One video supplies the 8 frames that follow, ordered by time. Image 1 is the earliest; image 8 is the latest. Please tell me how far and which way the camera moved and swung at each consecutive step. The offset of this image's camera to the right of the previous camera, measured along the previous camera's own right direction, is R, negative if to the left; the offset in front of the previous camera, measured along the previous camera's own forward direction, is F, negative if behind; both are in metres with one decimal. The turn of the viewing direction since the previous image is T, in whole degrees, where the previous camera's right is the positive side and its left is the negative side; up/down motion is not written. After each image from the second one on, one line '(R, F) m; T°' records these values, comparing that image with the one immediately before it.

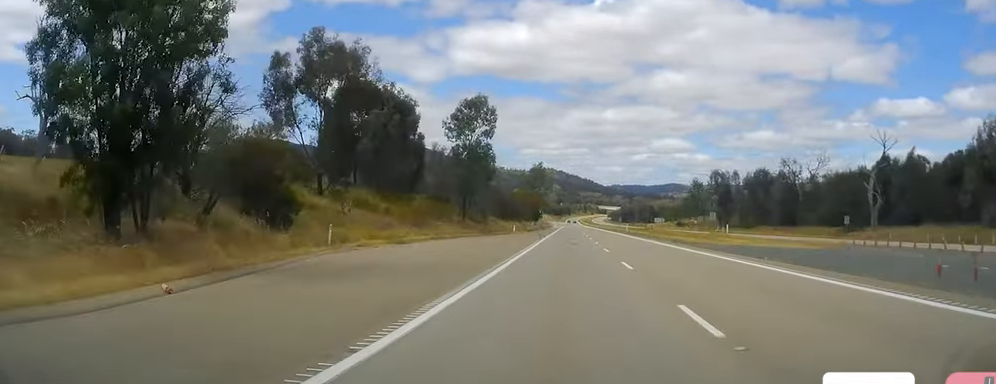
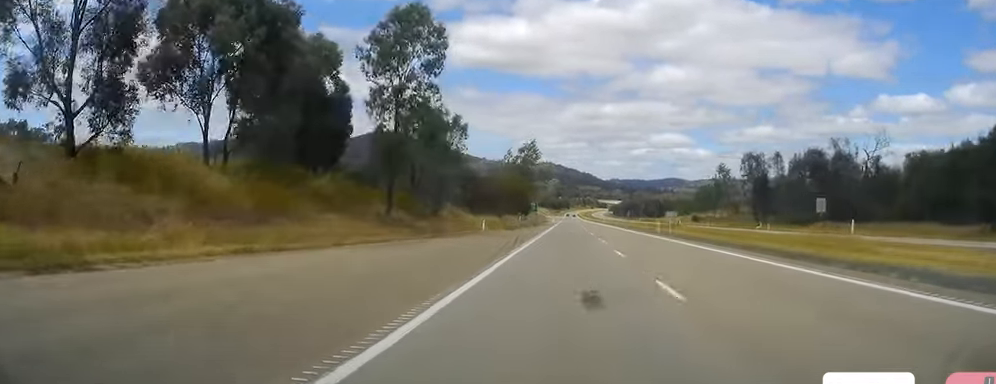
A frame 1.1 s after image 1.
(-0.5, +32.5) m; +2°
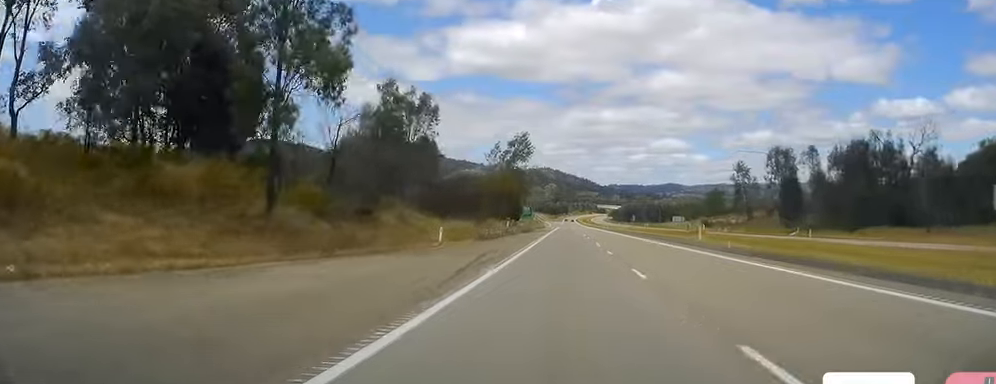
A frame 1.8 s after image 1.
(+0.9, +19.1) m; +1°
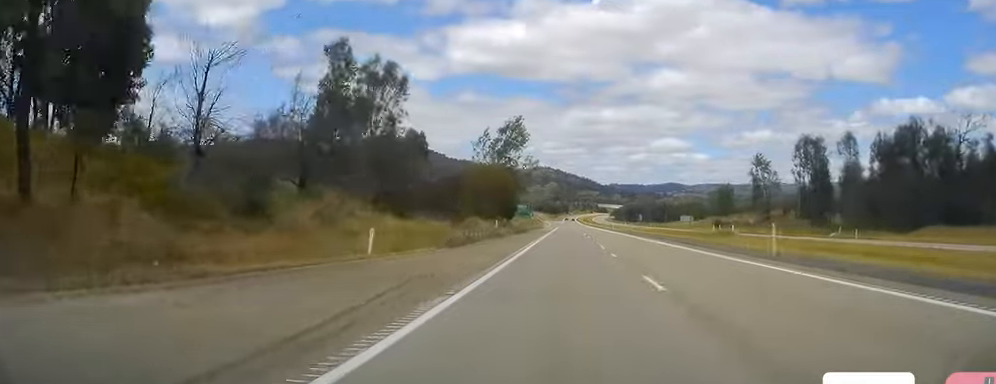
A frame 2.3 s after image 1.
(0.0, +14.4) m; 0°
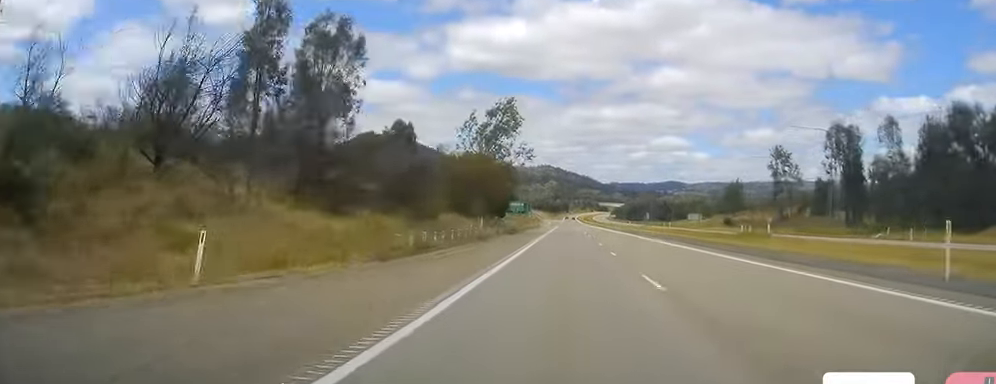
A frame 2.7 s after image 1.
(-0.2, +12.5) m; -1°
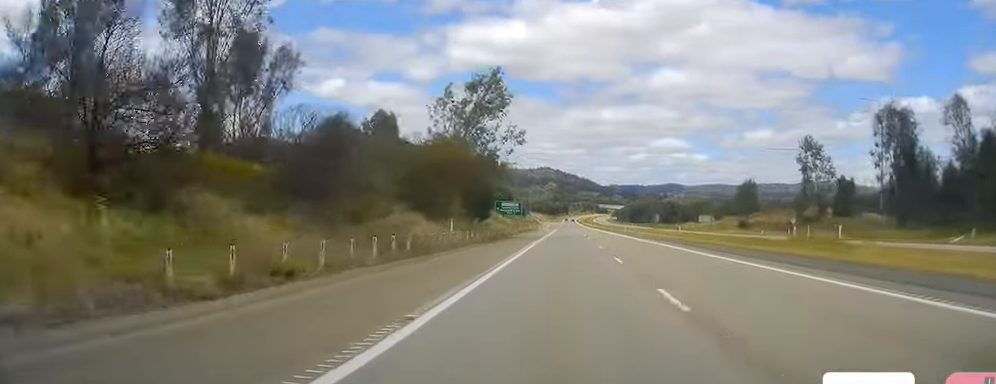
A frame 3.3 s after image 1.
(-0.1, +15.4) m; -1°
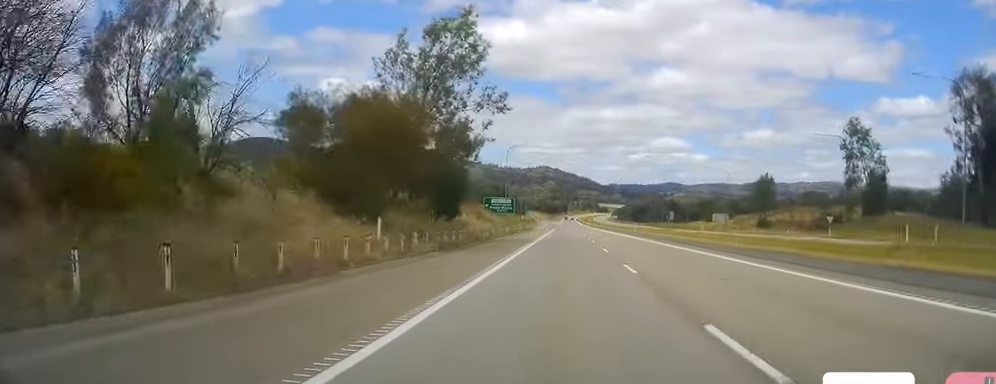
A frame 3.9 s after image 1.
(+0.1, +17.3) m; -1°
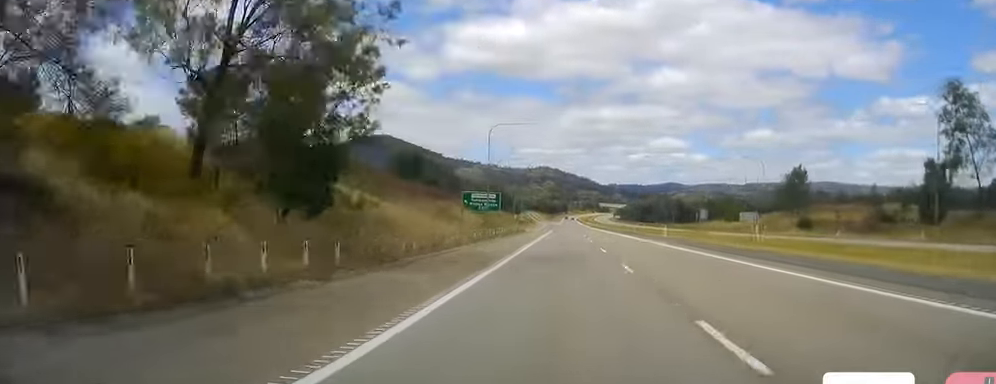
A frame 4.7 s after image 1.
(-0.4, +24.8) m; 0°
